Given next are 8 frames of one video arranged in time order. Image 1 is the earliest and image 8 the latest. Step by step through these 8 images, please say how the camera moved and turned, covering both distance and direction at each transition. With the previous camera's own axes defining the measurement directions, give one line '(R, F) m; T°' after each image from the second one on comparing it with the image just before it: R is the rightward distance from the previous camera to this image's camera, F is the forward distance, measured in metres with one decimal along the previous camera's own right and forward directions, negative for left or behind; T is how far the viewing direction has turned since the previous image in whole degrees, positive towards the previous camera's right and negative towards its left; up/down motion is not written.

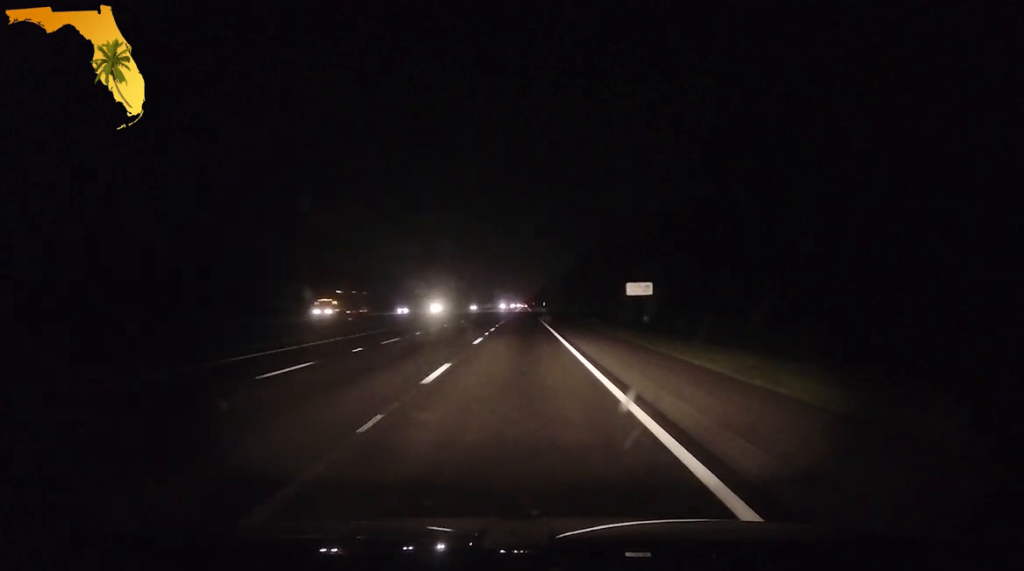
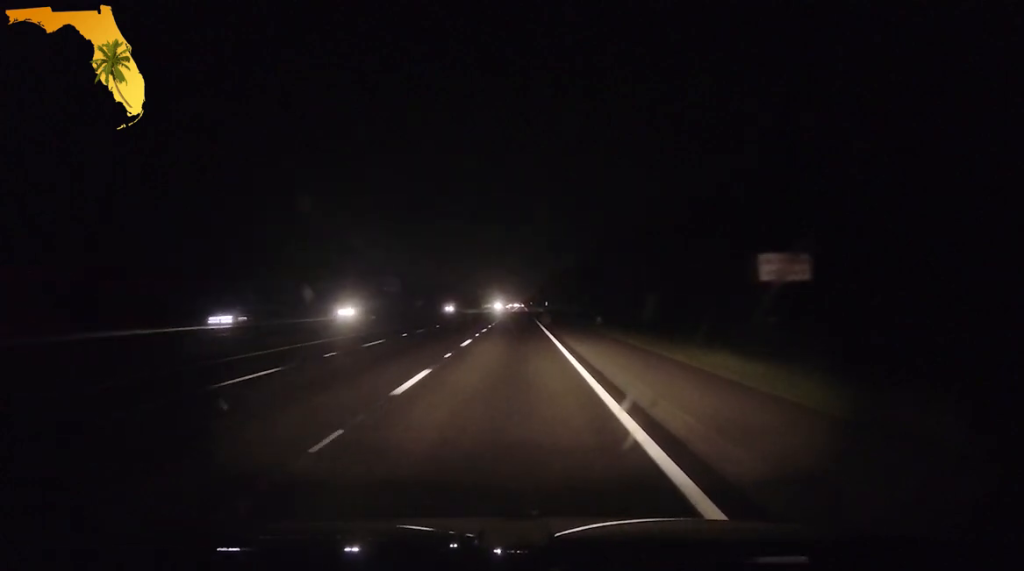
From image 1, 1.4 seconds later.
(+0.5, +49.1) m; +1°
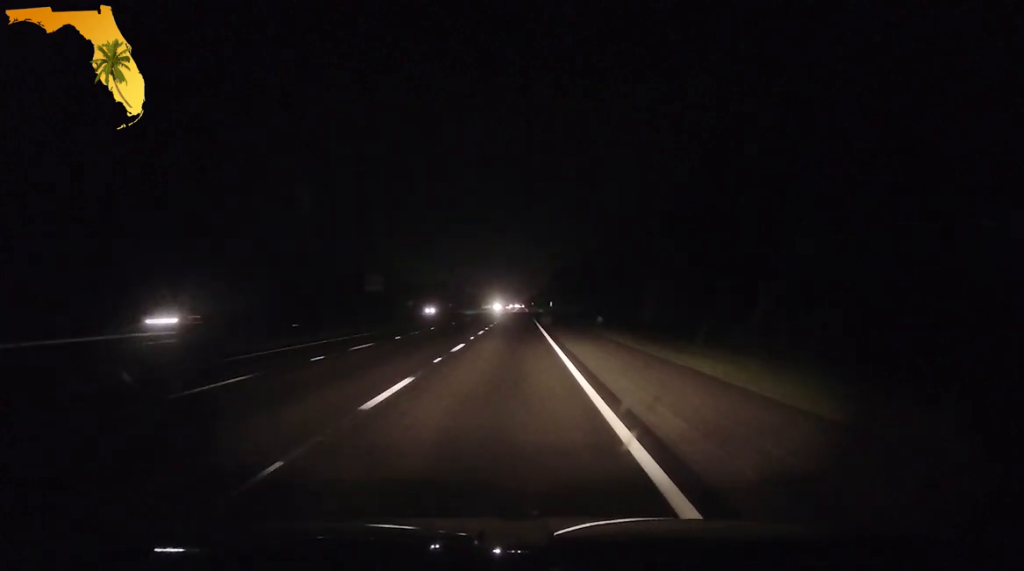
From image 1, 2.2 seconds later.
(0.0, +25.1) m; 0°
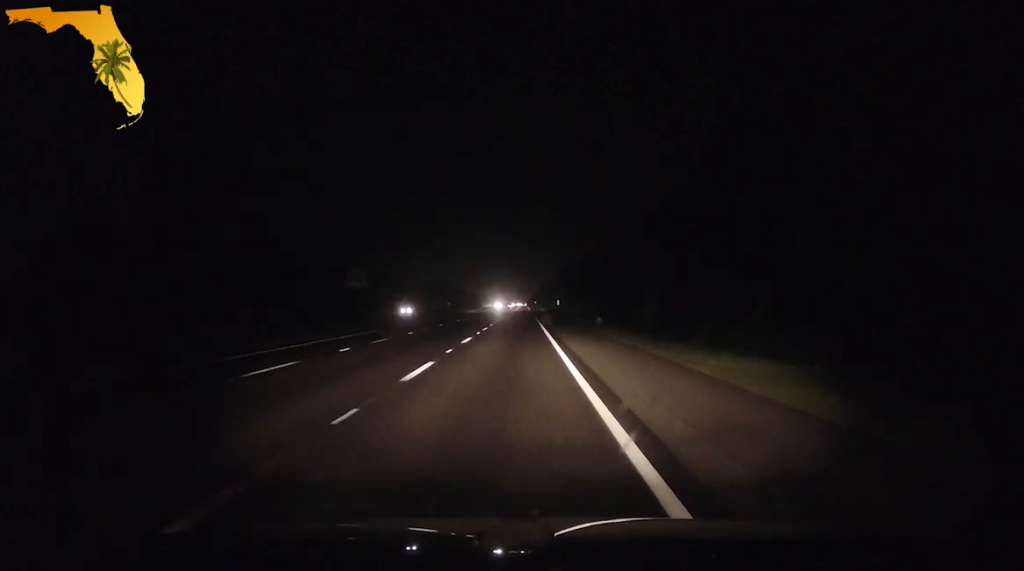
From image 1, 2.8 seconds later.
(0.0, +20.7) m; 0°
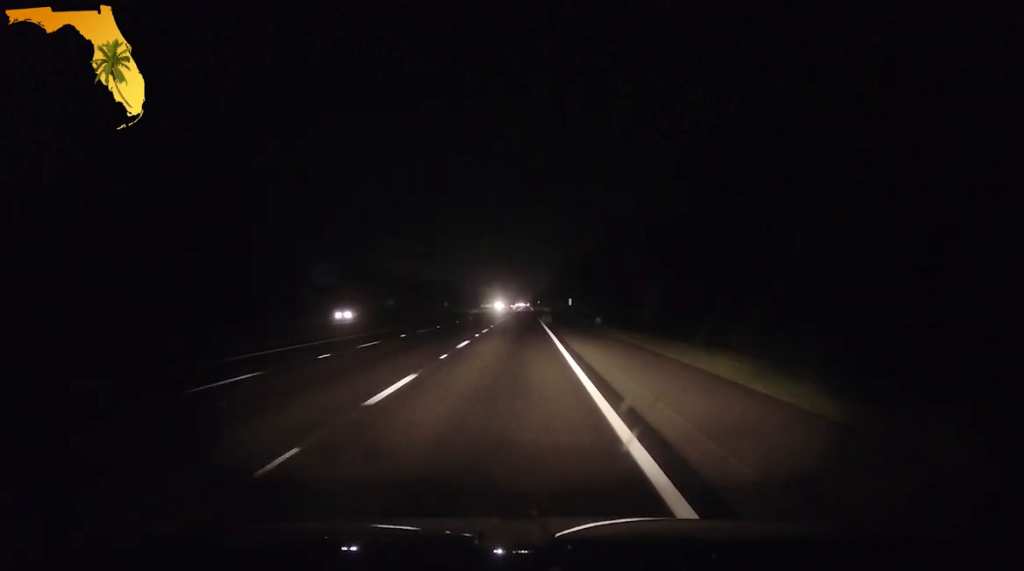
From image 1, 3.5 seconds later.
(0.0, +26.5) m; 0°
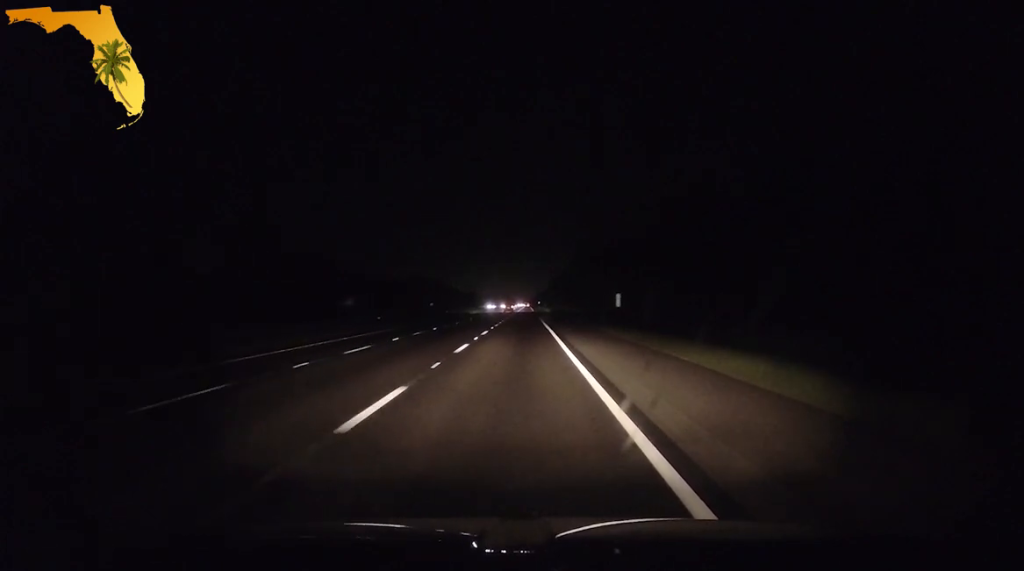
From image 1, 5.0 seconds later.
(-0.1, +49.7) m; 0°
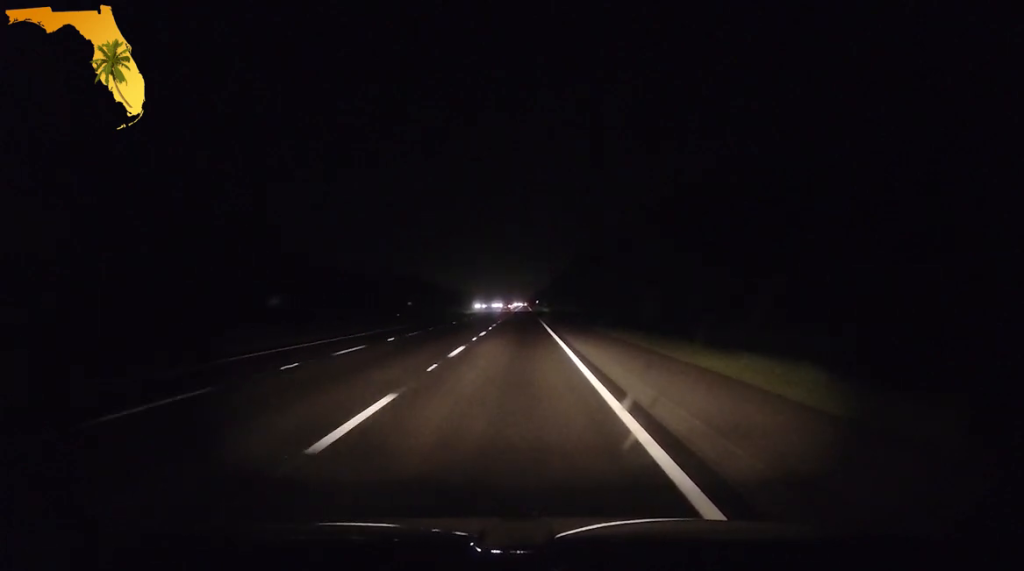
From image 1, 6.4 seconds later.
(-0.3, +48.6) m; 0°
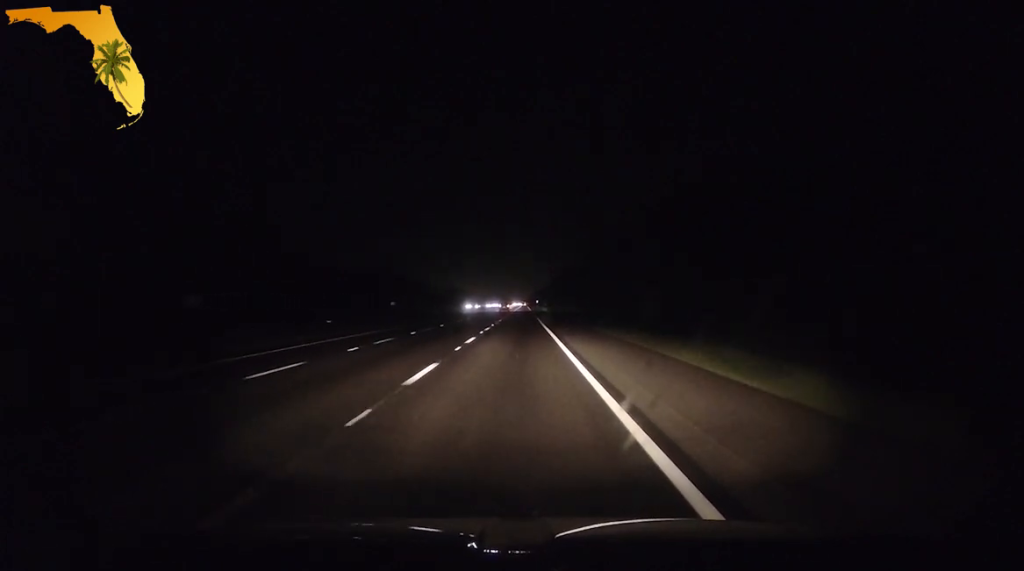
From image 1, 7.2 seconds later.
(0.0, +30.1) m; 0°
